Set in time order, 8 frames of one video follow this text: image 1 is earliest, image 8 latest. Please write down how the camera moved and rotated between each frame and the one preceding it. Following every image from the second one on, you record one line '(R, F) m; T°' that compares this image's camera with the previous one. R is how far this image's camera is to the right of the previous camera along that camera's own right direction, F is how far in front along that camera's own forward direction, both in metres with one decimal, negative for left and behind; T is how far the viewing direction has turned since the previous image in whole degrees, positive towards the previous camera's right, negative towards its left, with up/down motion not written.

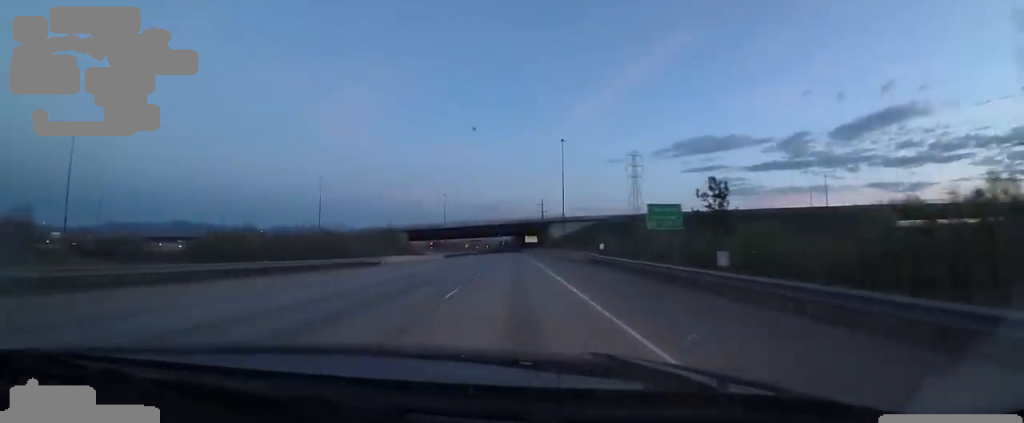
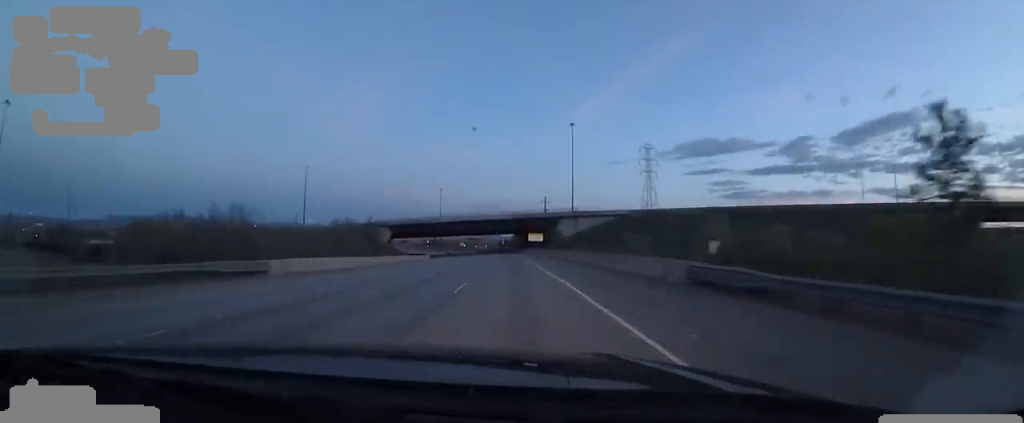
(-0.1, +21.3) m; -1°
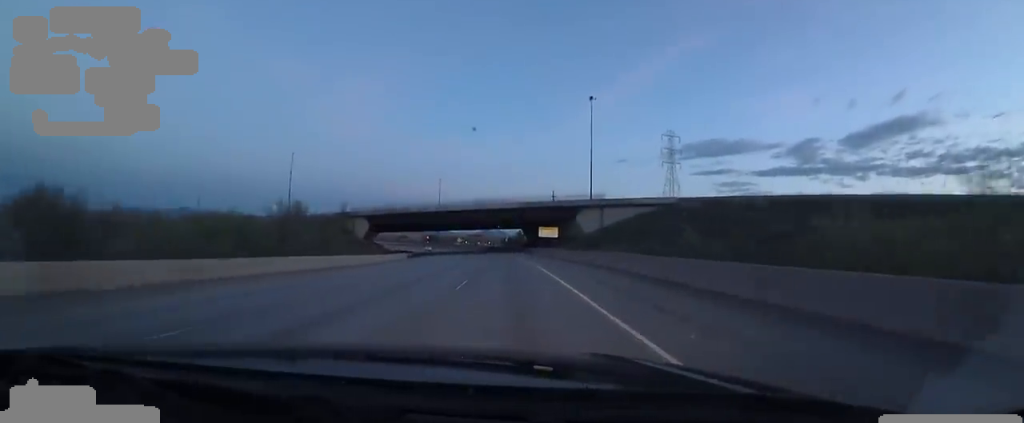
(-0.1, +23.6) m; -1°
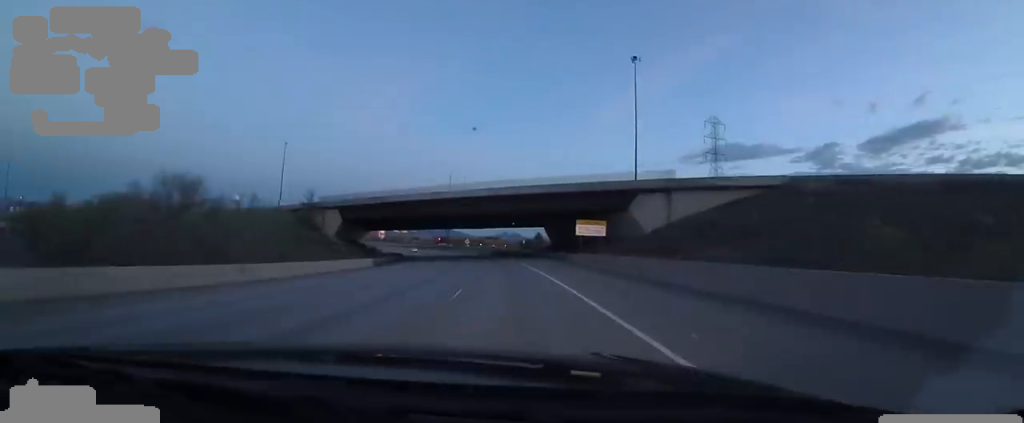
(-0.2, +27.0) m; -1°
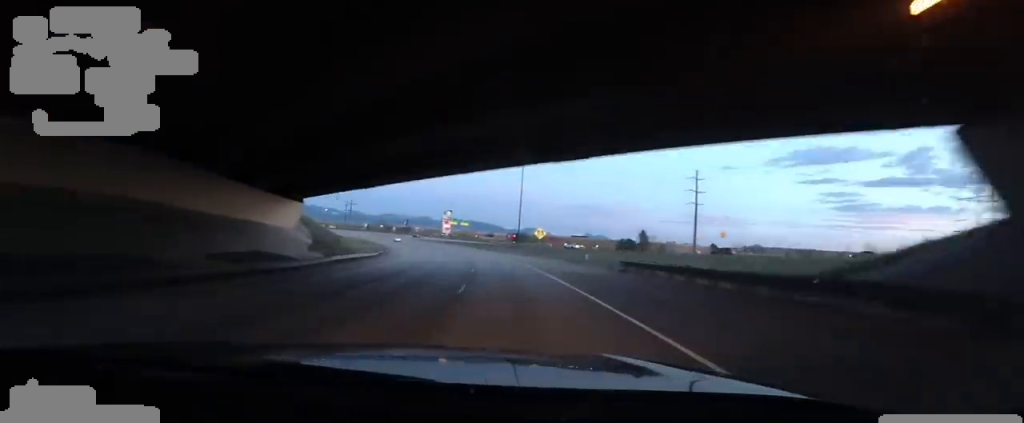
(-3.9, +76.7) m; -10°
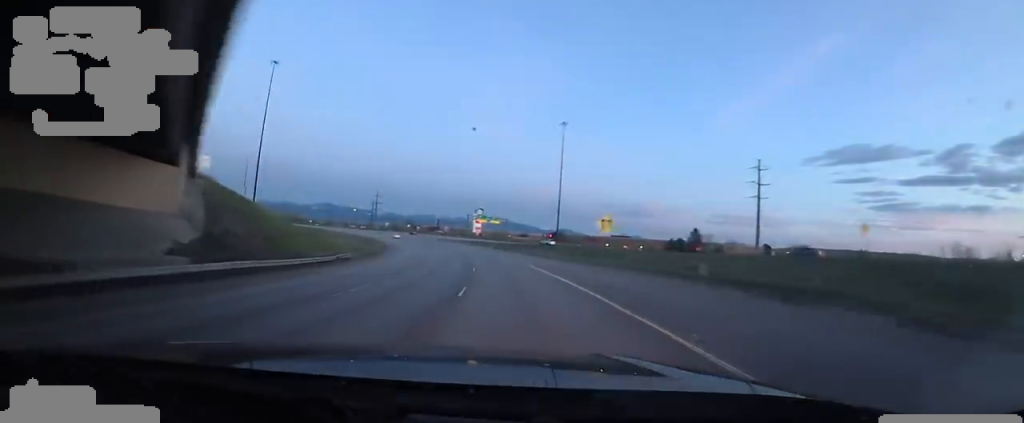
(-1.5, +25.6) m; -5°
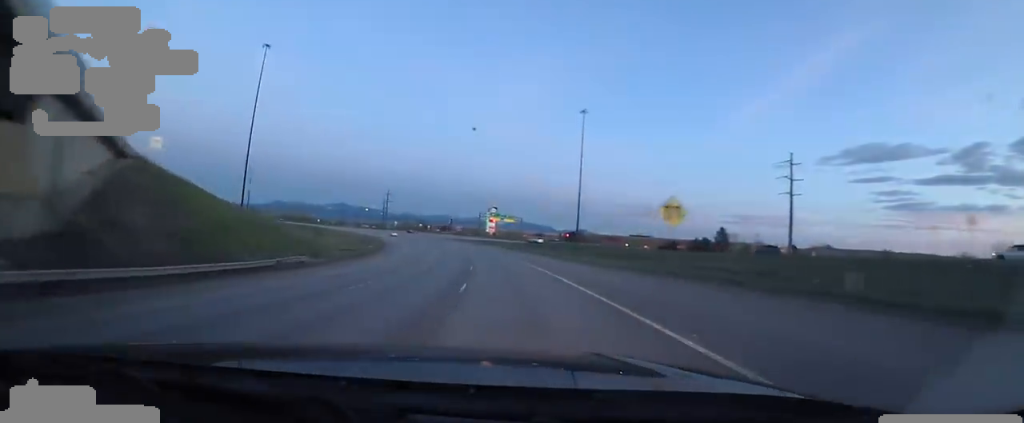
(-0.3, +12.3) m; -3°
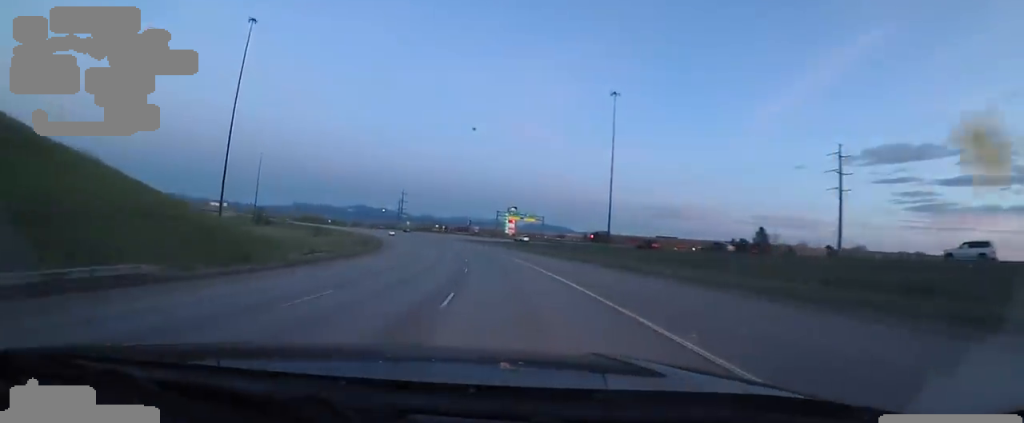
(-0.4, +16.2) m; -3°
